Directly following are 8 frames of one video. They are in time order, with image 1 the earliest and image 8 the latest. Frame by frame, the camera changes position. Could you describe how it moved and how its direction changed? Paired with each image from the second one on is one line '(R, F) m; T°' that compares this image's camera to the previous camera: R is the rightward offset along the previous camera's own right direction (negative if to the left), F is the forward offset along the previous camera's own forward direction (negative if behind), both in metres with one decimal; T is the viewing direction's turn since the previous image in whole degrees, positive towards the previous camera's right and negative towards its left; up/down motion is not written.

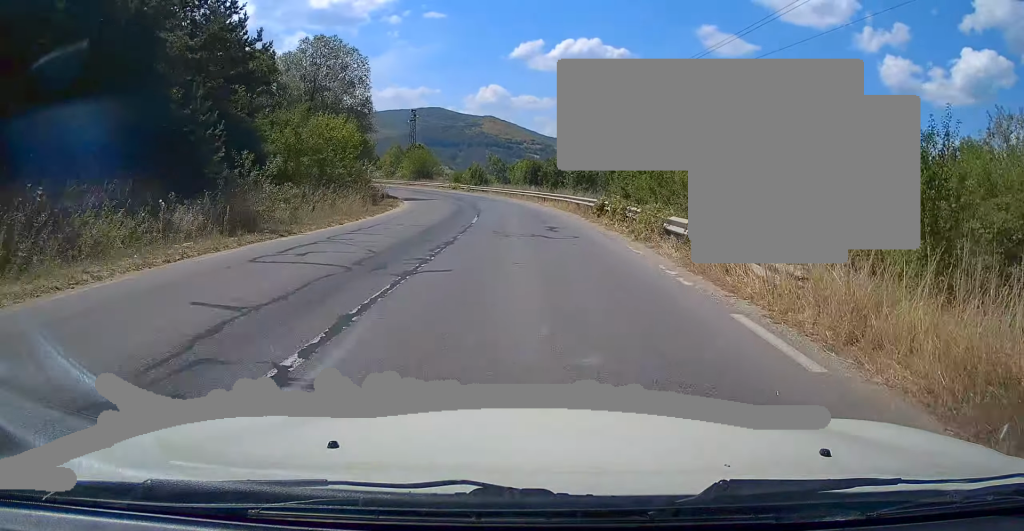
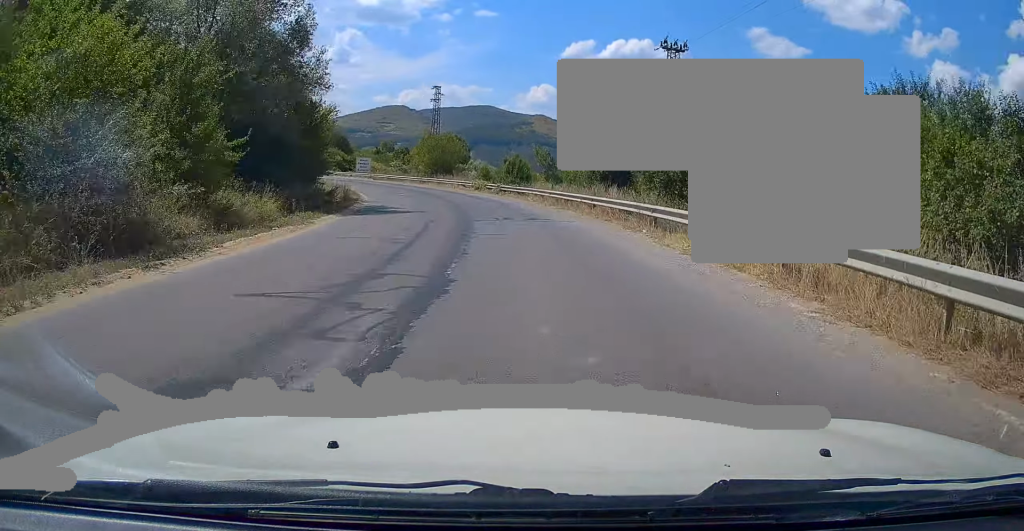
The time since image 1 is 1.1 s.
(-0.5, +26.5) m; -4°
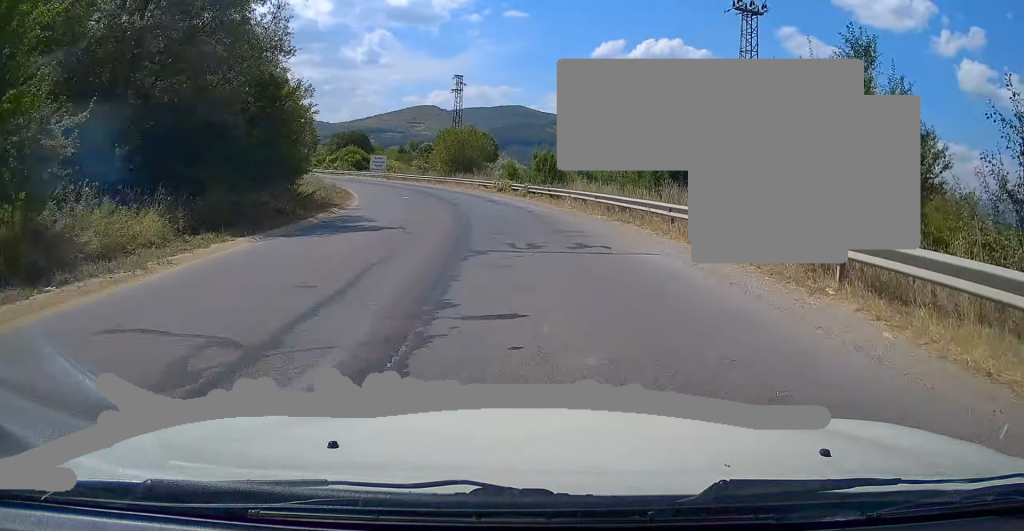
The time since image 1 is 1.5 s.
(-0.4, +9.3) m; -2°
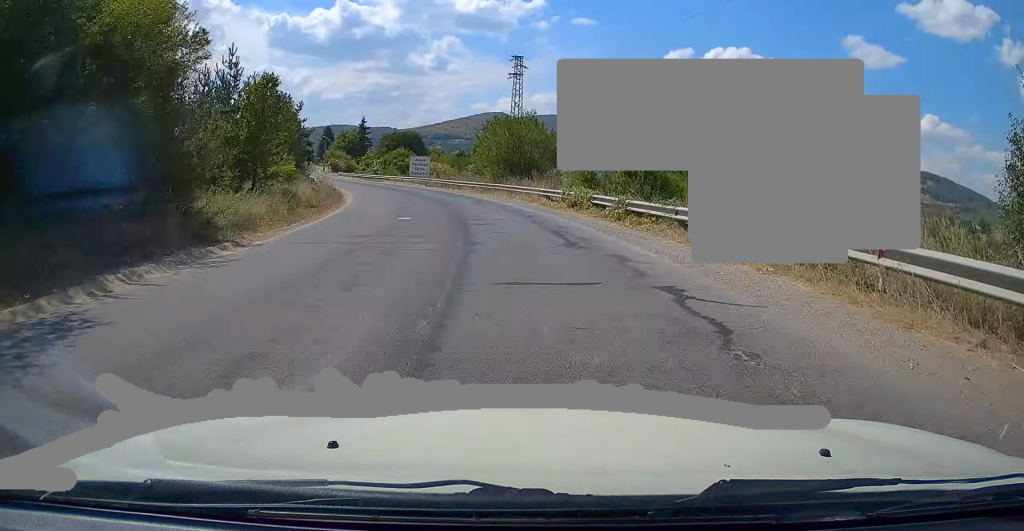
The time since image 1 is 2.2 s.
(-0.5, +16.8) m; -5°
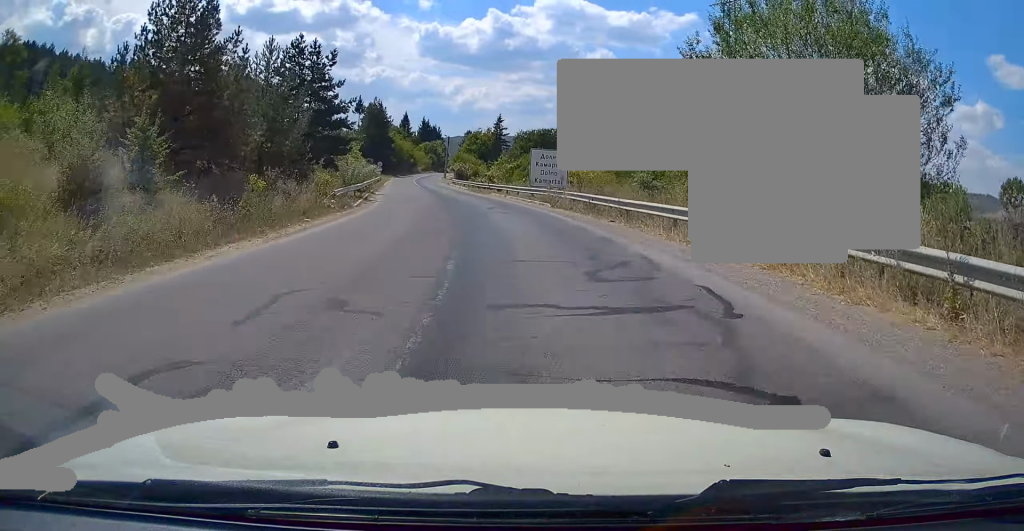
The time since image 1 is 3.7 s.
(-3.2, +30.9) m; -14°
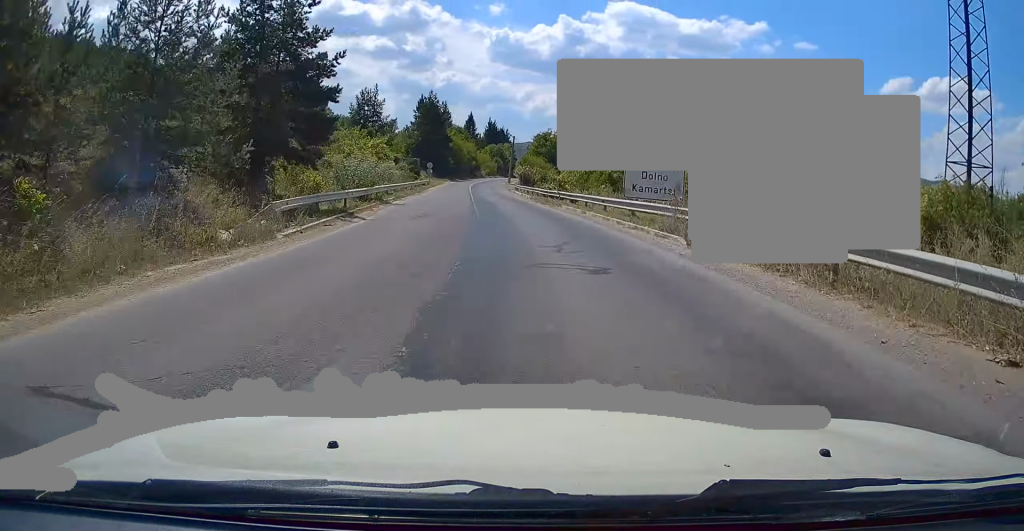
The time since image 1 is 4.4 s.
(-1.1, +14.7) m; -7°
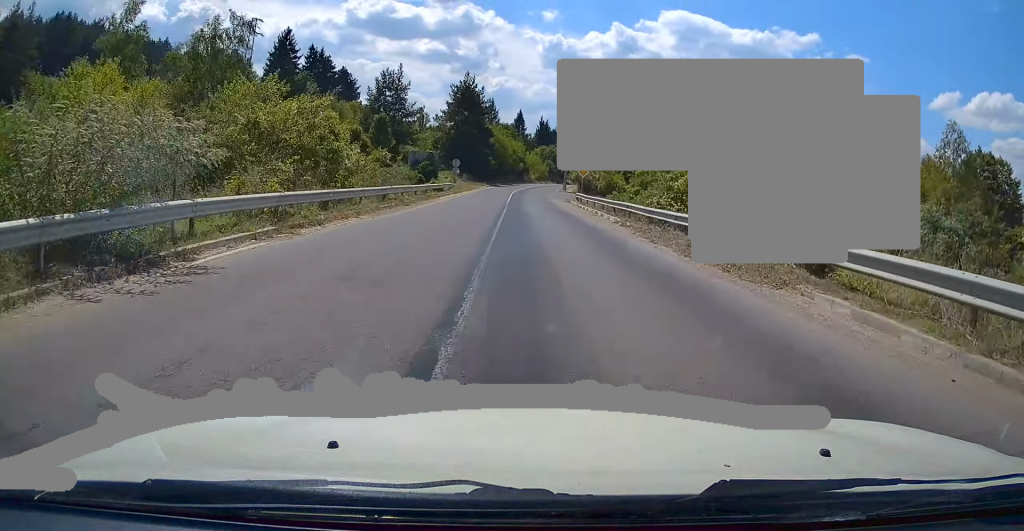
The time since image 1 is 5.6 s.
(-2.2, +23.3) m; -7°
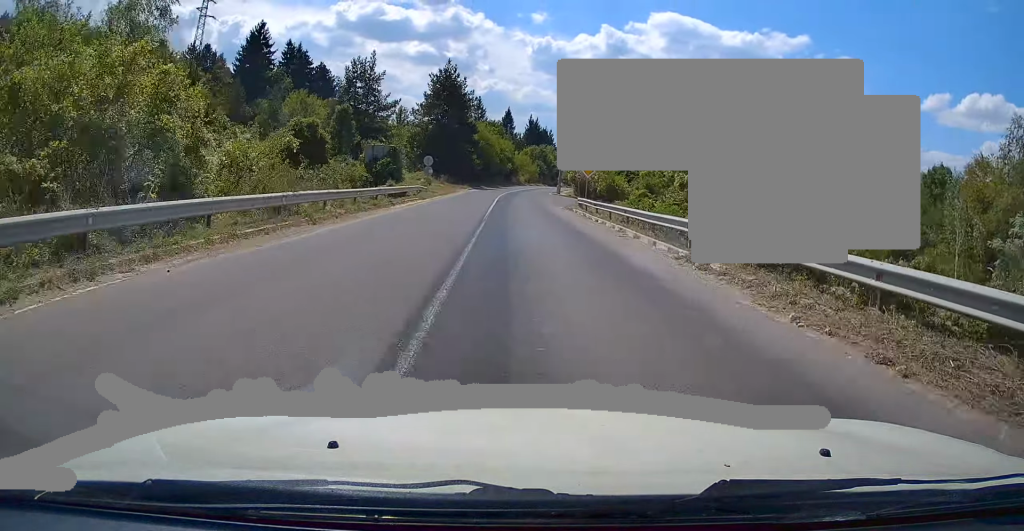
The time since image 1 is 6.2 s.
(-0.2, +11.2) m; -1°
